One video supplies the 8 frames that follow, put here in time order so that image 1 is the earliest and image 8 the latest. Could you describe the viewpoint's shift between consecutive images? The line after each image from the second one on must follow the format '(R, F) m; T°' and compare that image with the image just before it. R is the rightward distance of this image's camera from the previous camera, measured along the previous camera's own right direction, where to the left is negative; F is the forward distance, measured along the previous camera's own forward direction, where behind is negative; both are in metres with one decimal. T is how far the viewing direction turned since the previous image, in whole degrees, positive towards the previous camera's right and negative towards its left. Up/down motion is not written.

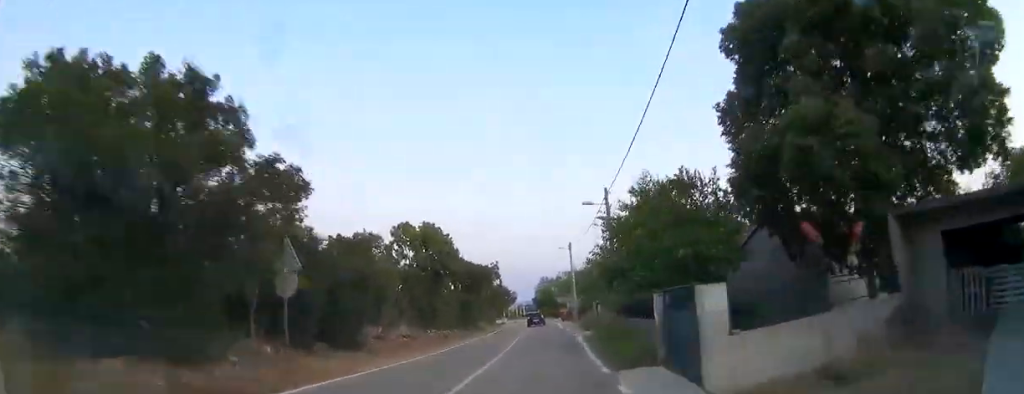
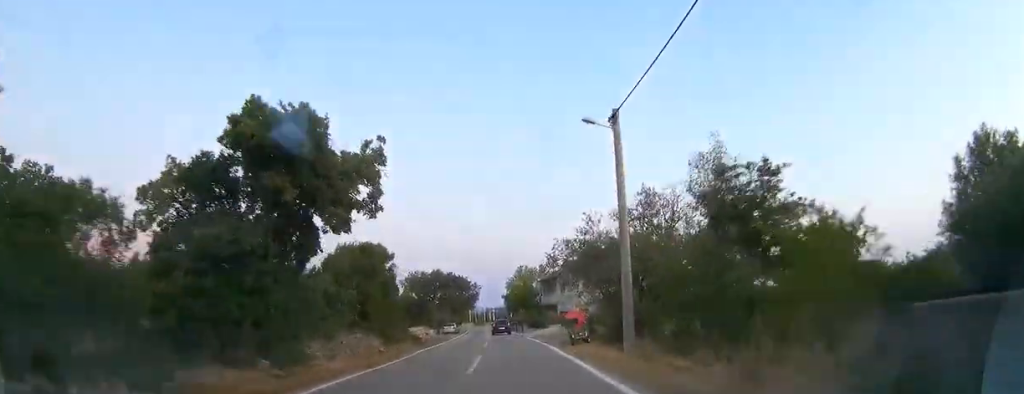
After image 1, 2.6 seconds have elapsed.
(+2.4, +38.1) m; +4°
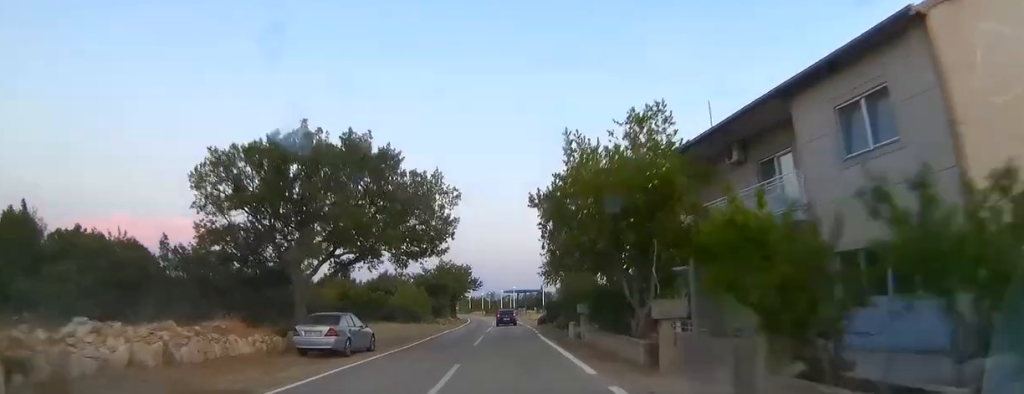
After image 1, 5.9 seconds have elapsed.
(-1.1, +50.7) m; -2°
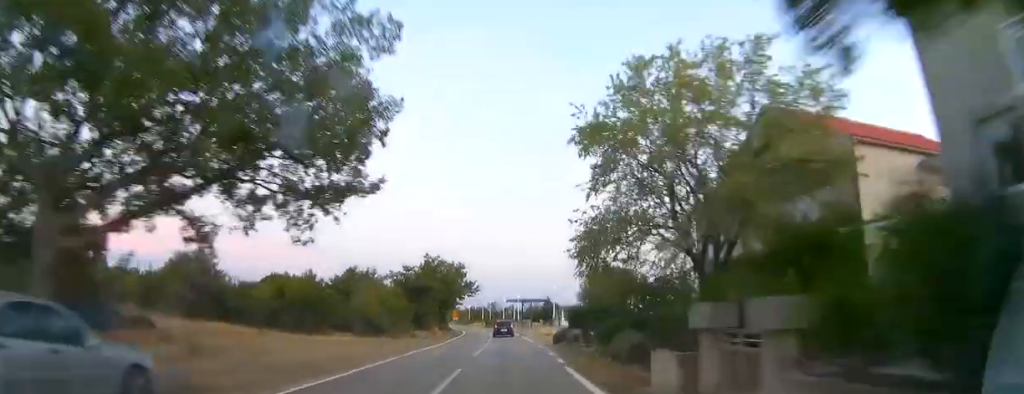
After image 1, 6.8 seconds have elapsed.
(0.0, +13.5) m; 0°
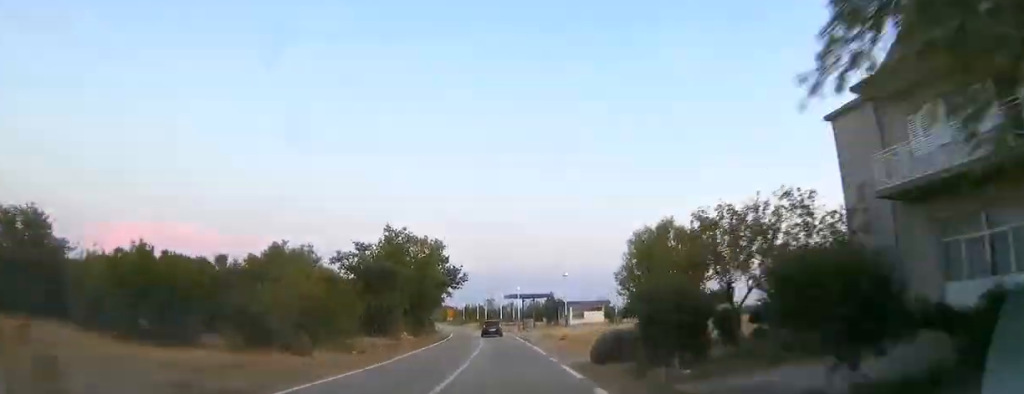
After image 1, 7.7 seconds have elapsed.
(+0.1, +14.7) m; 0°
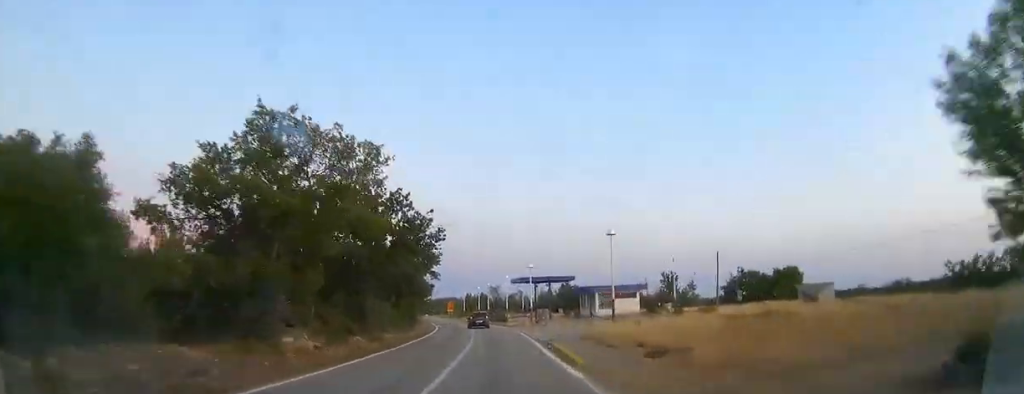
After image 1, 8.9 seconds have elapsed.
(-0.1, +19.2) m; -1°
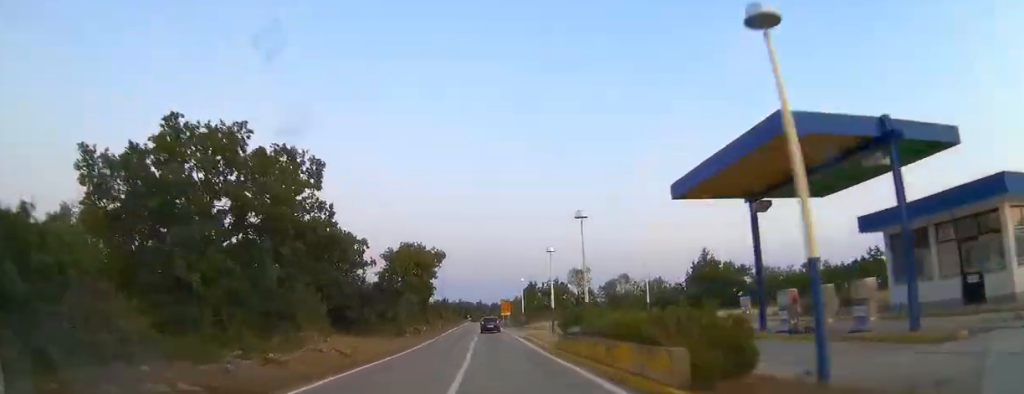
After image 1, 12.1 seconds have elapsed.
(-2.3, +52.1) m; -5°
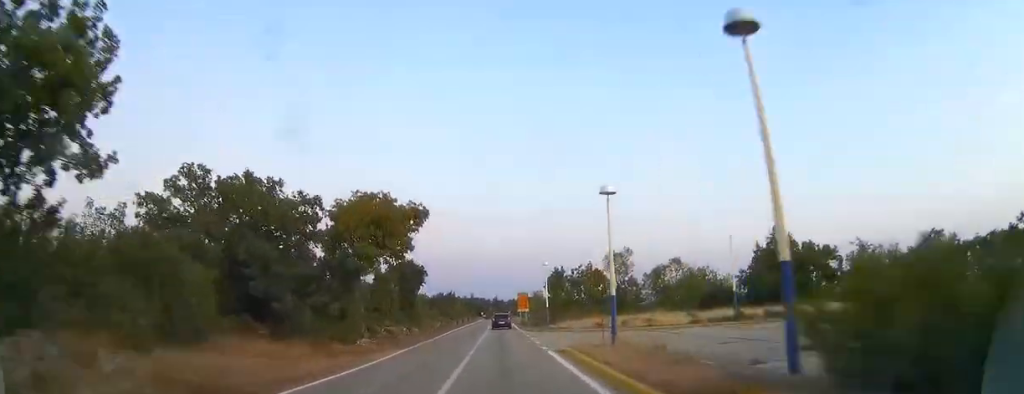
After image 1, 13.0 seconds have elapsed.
(-0.3, +14.4) m; -1°
